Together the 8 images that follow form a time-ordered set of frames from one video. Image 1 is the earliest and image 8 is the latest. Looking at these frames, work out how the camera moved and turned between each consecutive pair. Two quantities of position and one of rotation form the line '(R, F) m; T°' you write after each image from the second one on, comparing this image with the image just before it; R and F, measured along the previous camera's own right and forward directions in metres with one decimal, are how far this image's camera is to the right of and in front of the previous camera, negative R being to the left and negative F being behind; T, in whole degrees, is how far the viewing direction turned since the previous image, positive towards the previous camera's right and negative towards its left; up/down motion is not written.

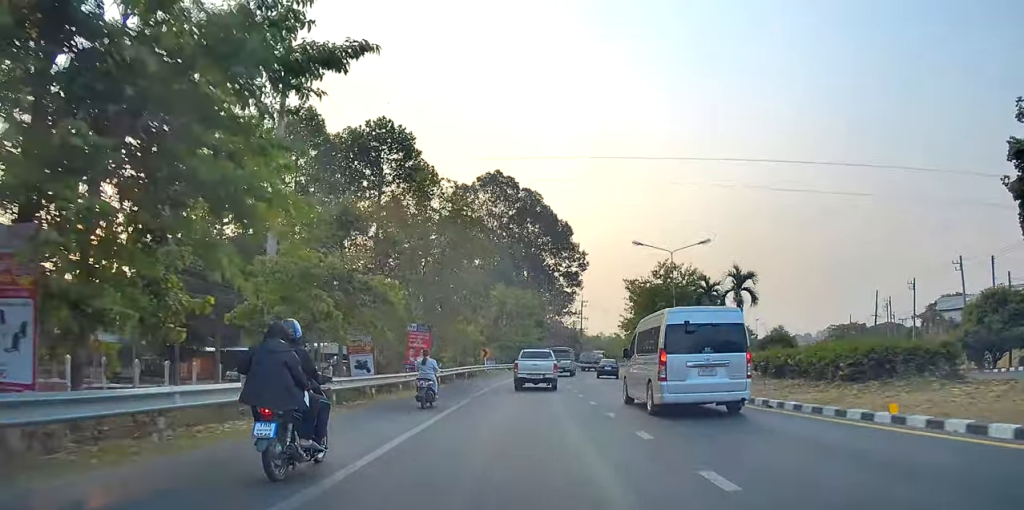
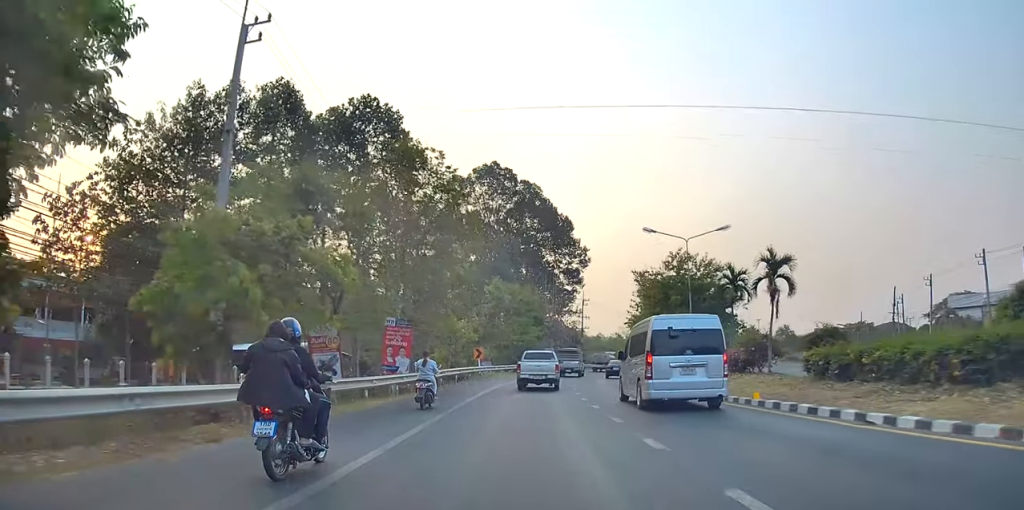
(+0.1, +5.2) m; 0°
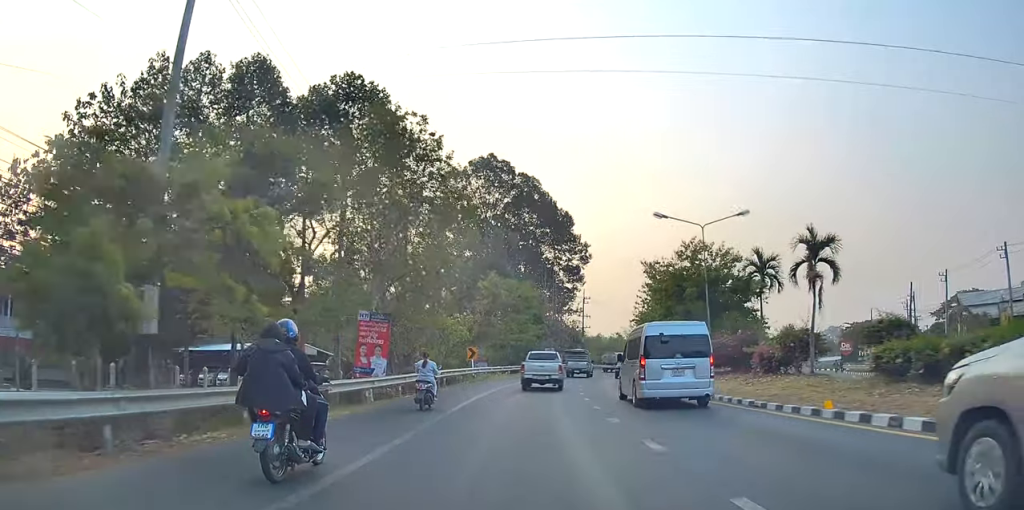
(0.0, +4.2) m; 0°
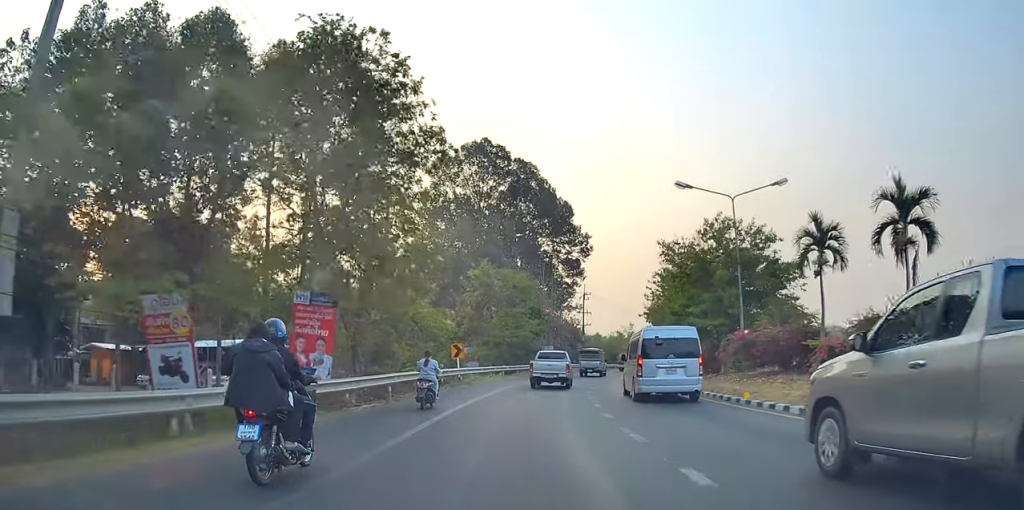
(0.0, +6.5) m; -1°
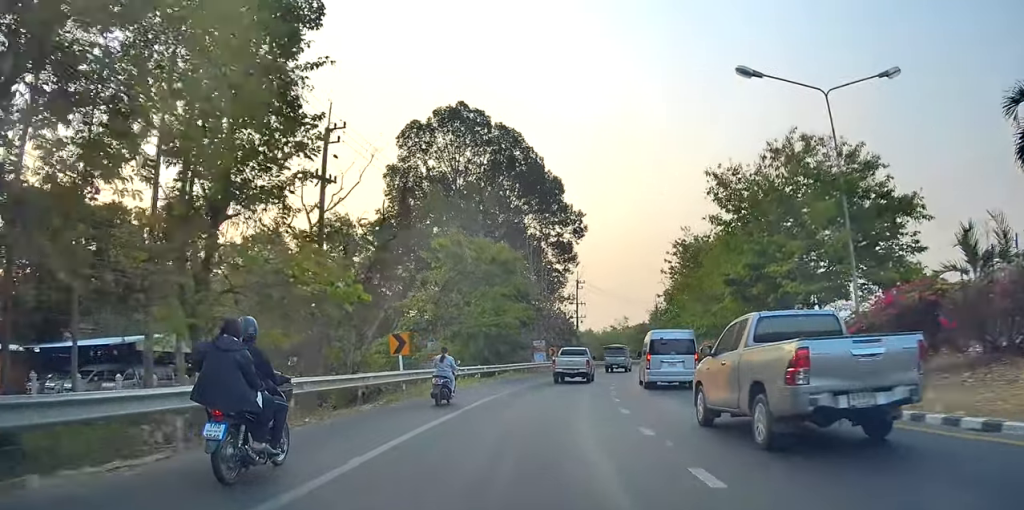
(-0.1, +12.6) m; +4°
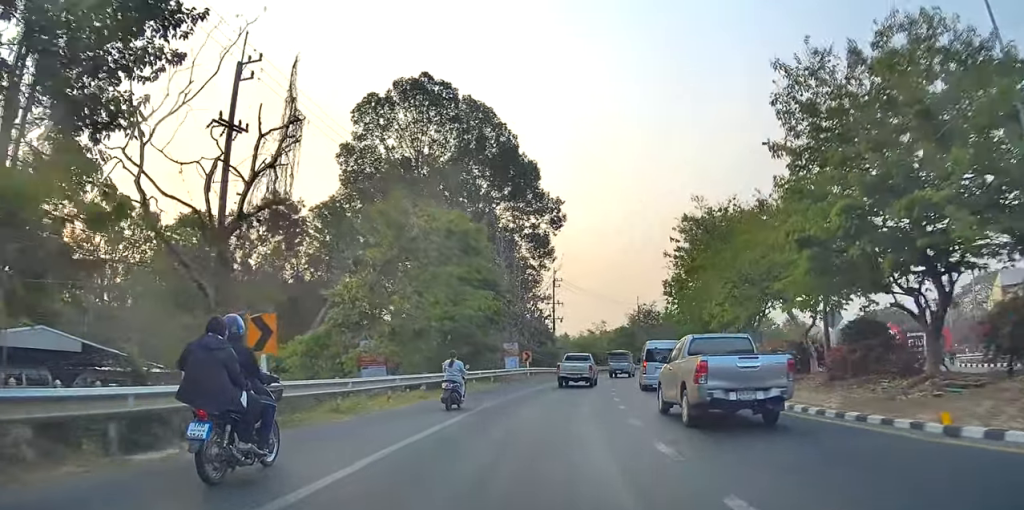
(+0.7, +9.6) m; +1°
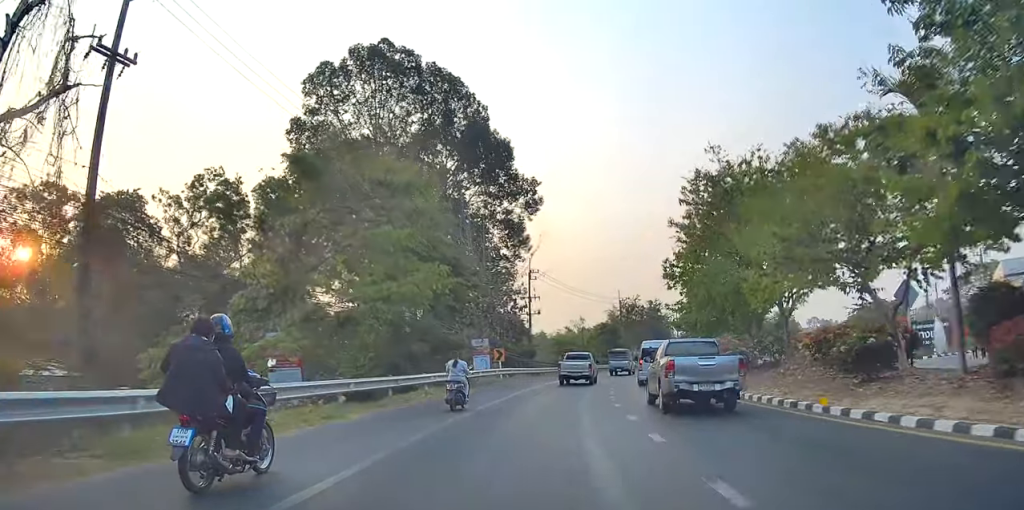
(-0.3, +7.5) m; -1°
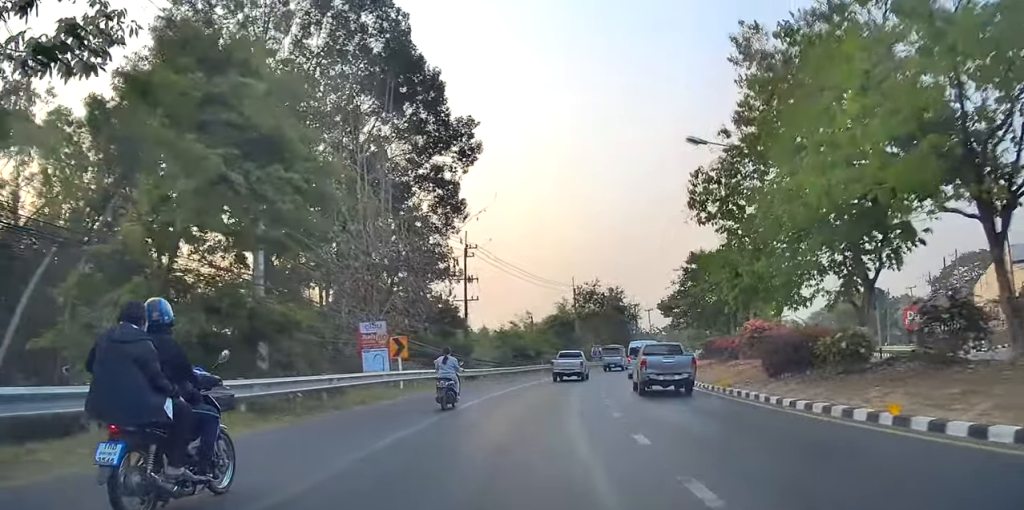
(-0.1, +16.2) m; +1°
